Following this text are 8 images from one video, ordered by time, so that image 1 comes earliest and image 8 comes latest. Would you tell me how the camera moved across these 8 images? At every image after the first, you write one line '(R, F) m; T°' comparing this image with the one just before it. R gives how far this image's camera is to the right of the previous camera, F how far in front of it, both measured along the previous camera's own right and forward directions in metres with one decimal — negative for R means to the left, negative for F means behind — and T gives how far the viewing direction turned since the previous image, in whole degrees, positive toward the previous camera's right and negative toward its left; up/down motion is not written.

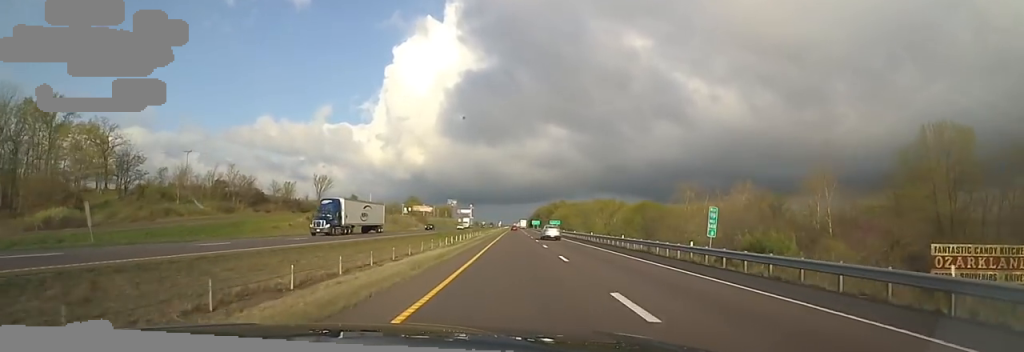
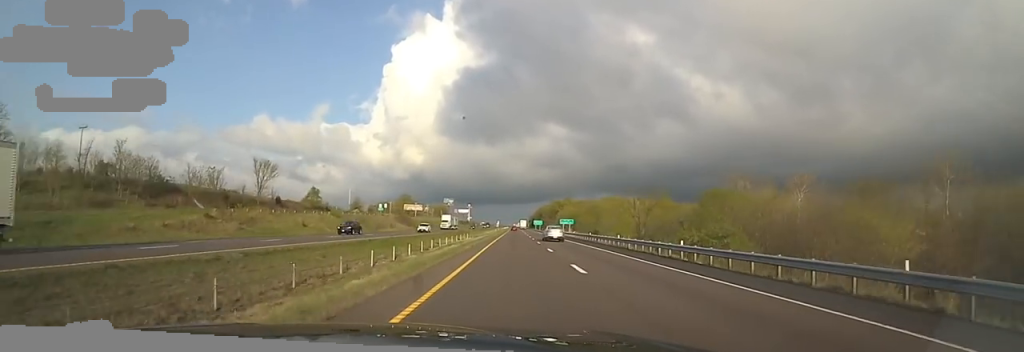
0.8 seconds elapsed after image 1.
(0.0, +29.2) m; +2°
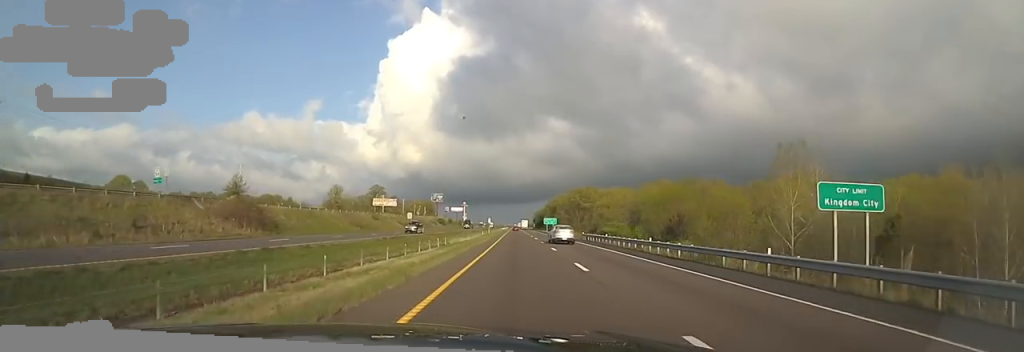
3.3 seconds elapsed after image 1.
(+0.7, +84.9) m; -2°
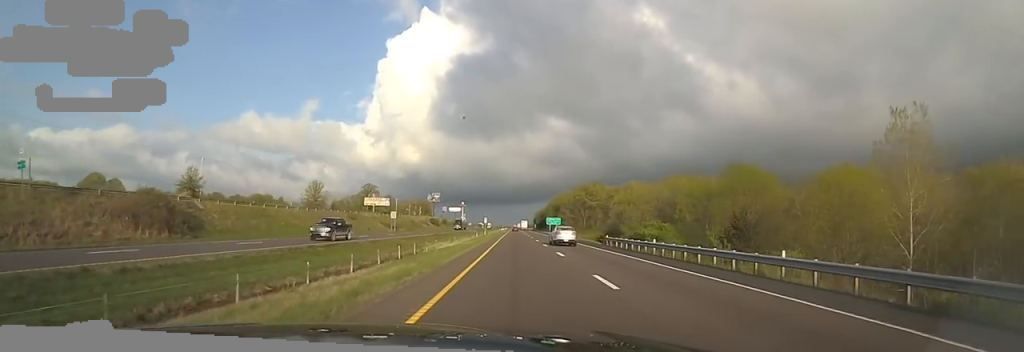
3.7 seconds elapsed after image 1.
(0.0, +16.3) m; 0°
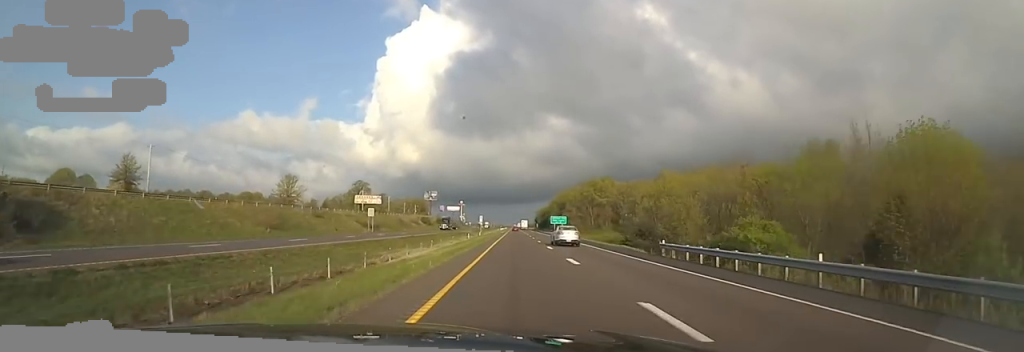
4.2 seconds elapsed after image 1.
(0.0, +17.4) m; 0°
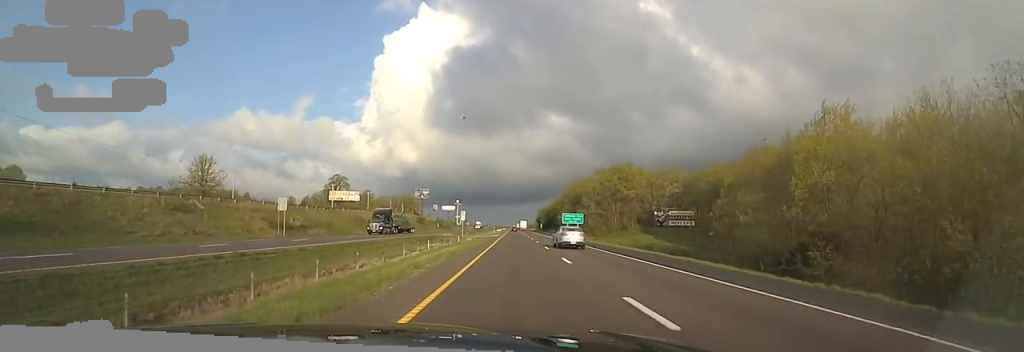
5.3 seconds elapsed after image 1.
(0.0, +35.7) m; 0°
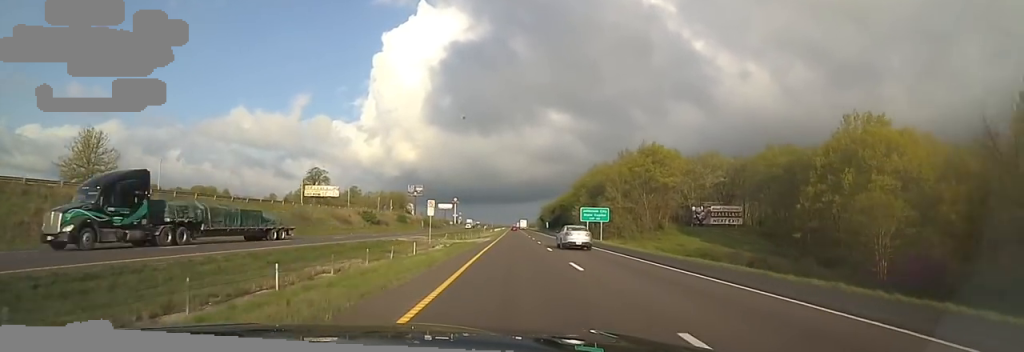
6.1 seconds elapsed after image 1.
(-0.1, +27.6) m; +2°
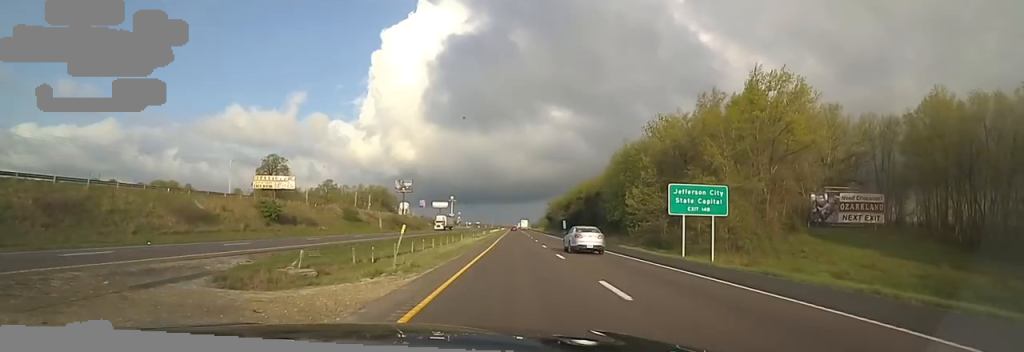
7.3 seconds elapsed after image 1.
(+1.3, +42.6) m; 0°
